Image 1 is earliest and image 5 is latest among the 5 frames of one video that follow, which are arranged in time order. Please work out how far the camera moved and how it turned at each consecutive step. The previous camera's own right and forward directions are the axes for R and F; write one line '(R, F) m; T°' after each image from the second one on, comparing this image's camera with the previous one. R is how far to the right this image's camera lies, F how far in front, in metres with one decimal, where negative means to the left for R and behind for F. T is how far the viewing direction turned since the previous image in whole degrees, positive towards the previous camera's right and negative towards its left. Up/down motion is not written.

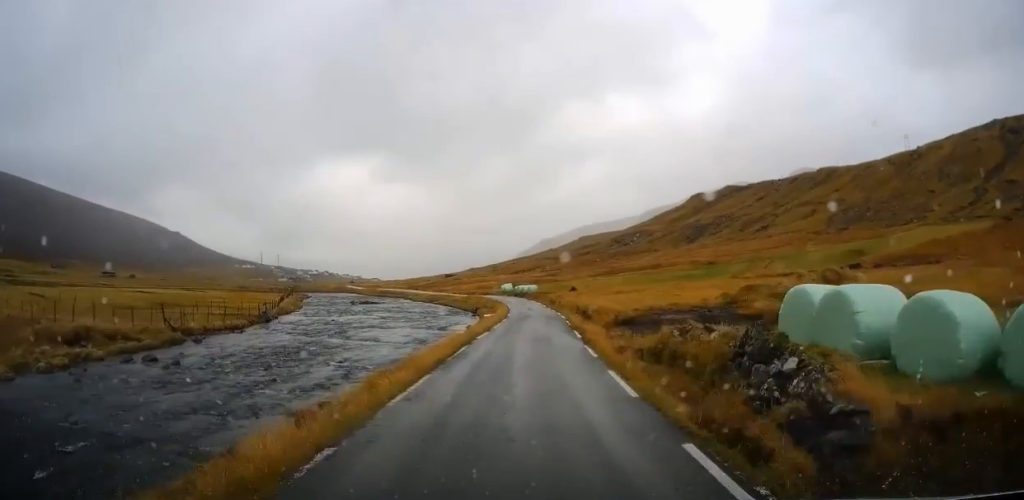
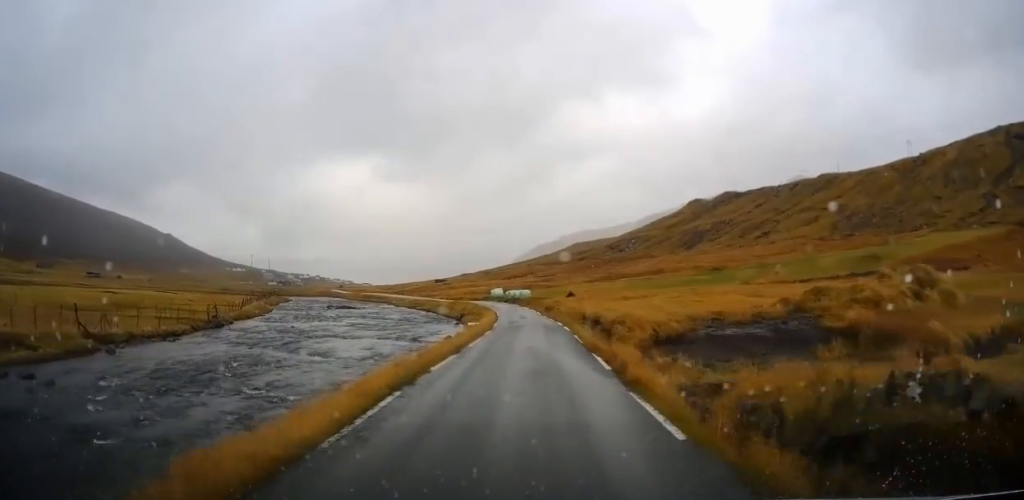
(0.0, +7.3) m; -2°
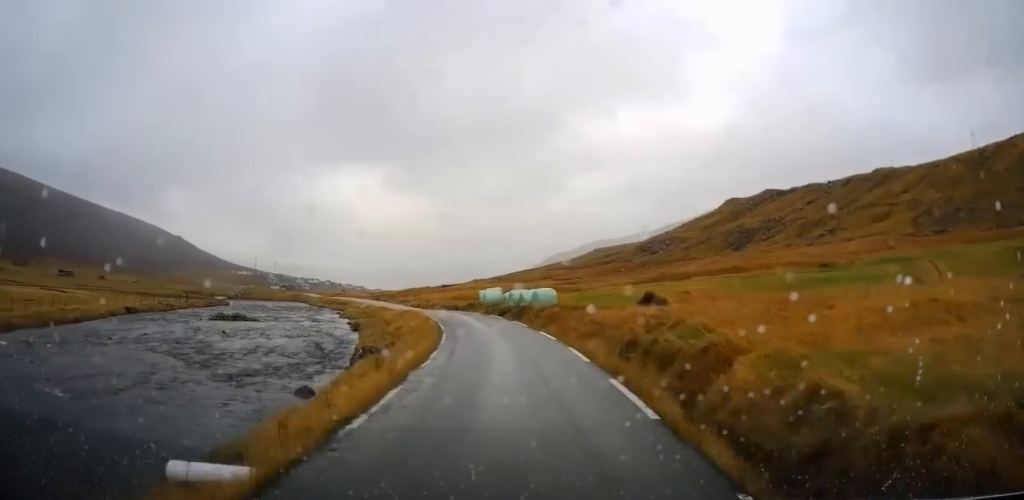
(-0.2, +37.3) m; -1°
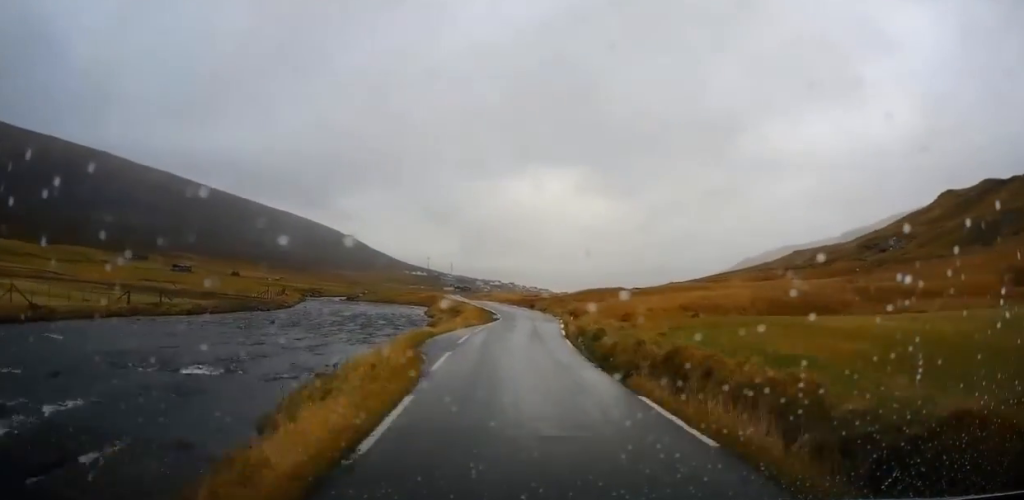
(-5.6, +46.9) m; -15°
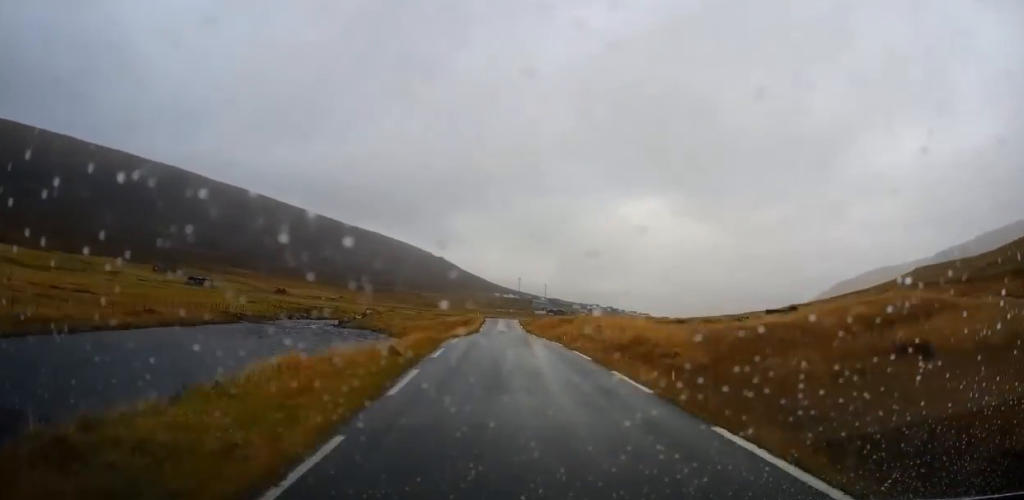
(-3.8, +60.6) m; -8°
